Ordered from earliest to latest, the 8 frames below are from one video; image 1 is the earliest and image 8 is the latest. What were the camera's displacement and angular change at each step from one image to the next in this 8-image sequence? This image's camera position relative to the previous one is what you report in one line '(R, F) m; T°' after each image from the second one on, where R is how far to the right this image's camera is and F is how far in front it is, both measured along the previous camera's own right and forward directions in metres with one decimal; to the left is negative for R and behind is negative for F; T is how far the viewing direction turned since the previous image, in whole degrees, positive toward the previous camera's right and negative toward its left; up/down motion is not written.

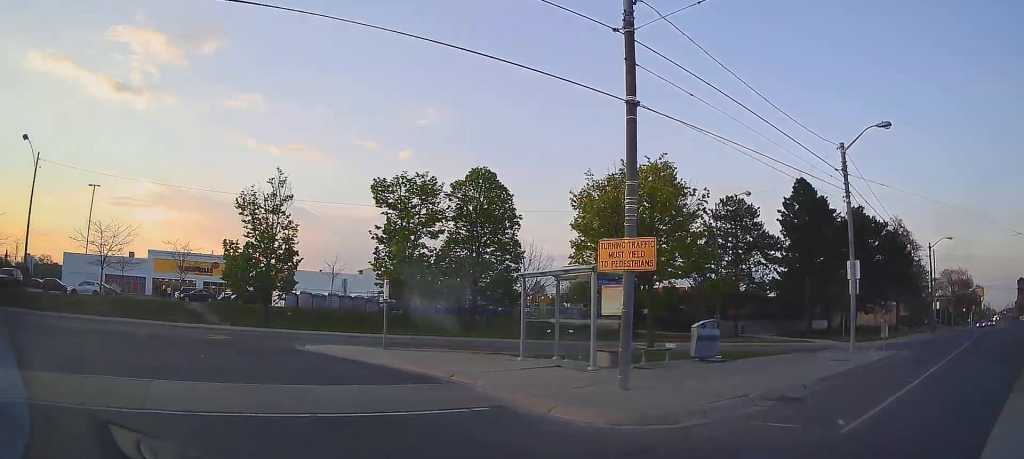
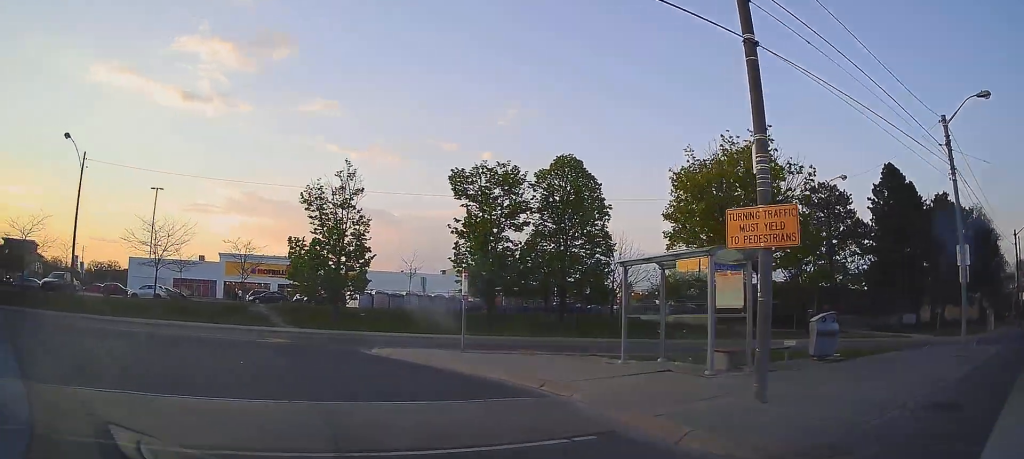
(-0.2, +2.0) m; -10°
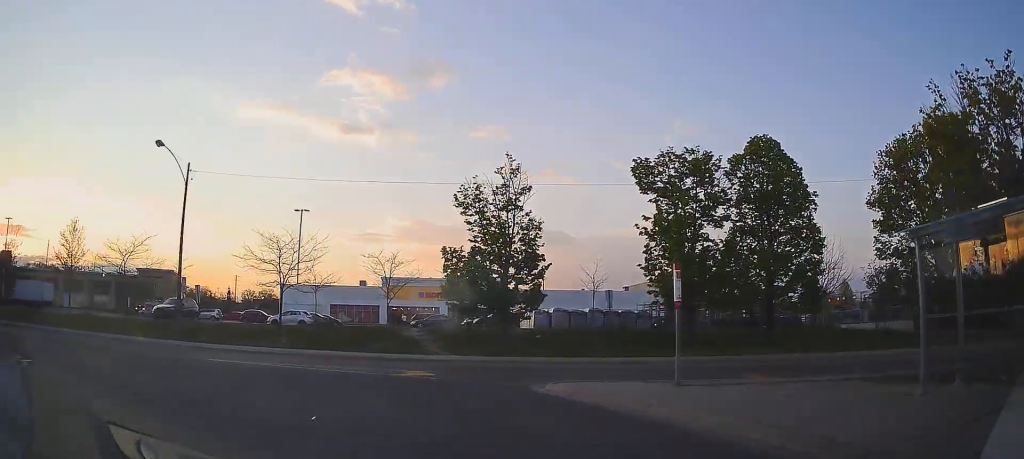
(-0.6, +4.6) m; -15°
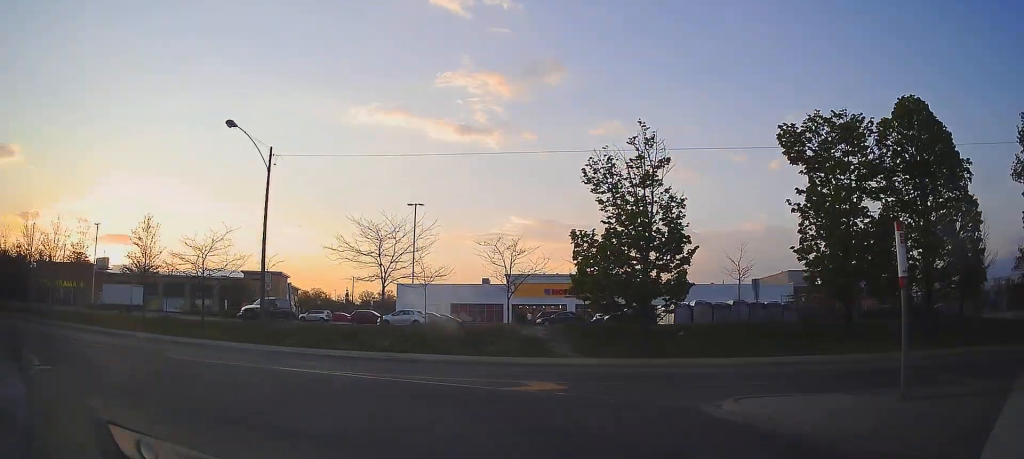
(-0.3, +3.6) m; -13°
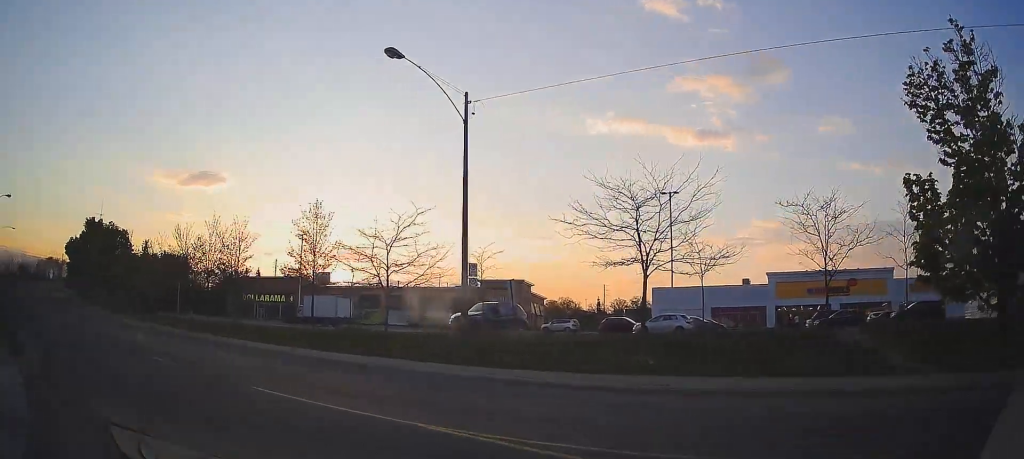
(-2.2, +7.7) m; -24°
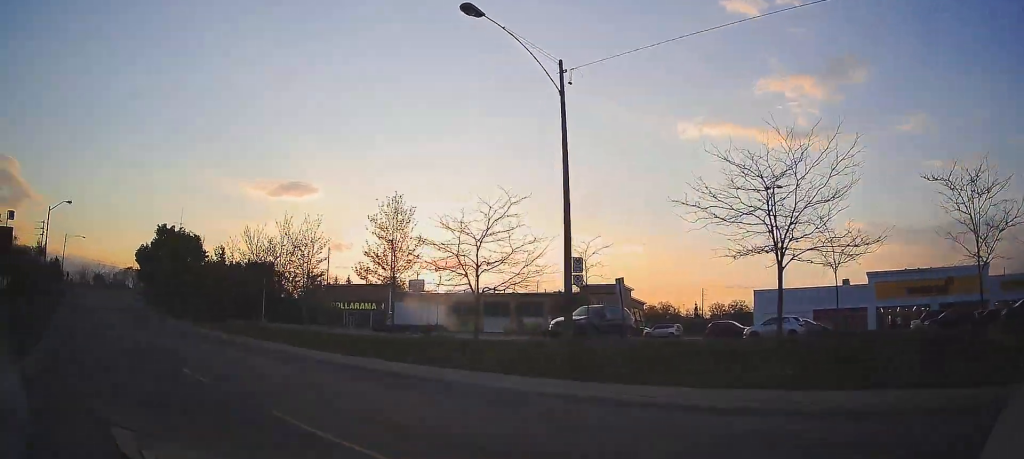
(-0.1, +3.1) m; -5°
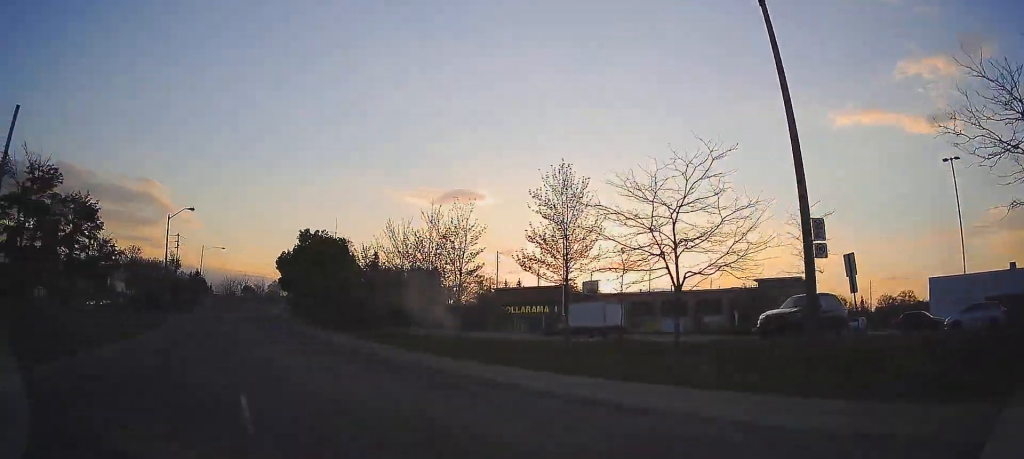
(-0.3, +5.3) m; -12°
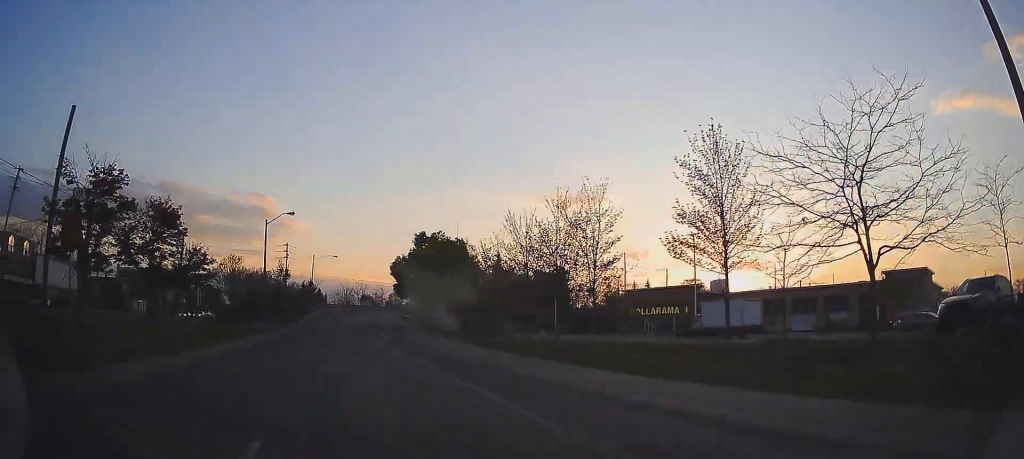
(-0.1, +3.8) m; -12°
